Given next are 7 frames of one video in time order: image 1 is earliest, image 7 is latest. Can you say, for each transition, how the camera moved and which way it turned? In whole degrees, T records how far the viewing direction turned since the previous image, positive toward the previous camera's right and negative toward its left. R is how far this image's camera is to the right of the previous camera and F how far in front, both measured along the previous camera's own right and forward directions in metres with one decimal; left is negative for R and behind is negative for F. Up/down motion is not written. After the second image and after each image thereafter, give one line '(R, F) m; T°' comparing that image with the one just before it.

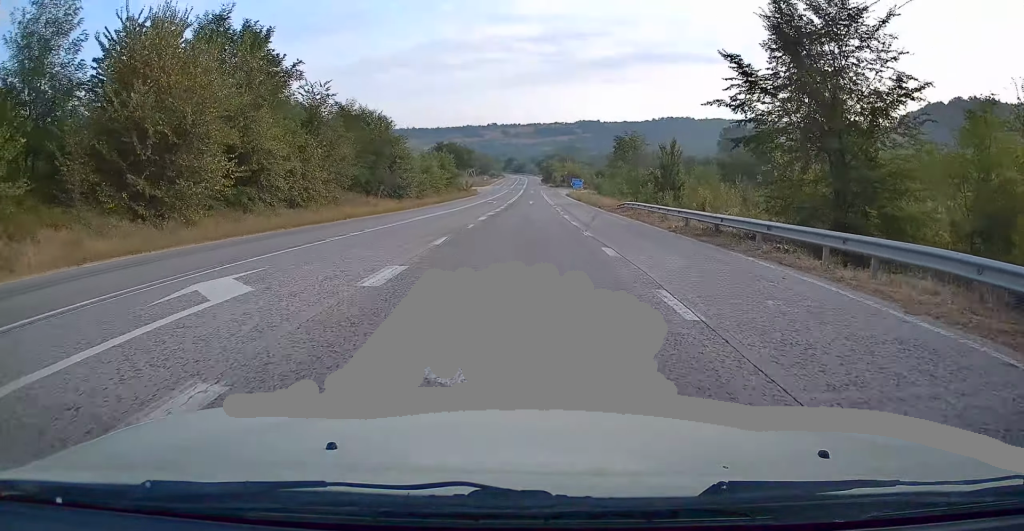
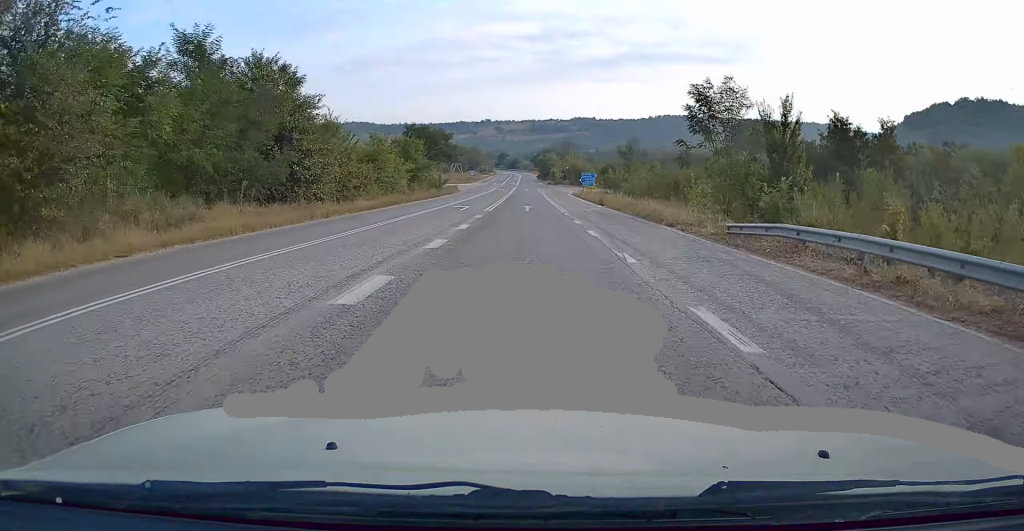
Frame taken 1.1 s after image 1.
(+0.5, +25.1) m; +2°
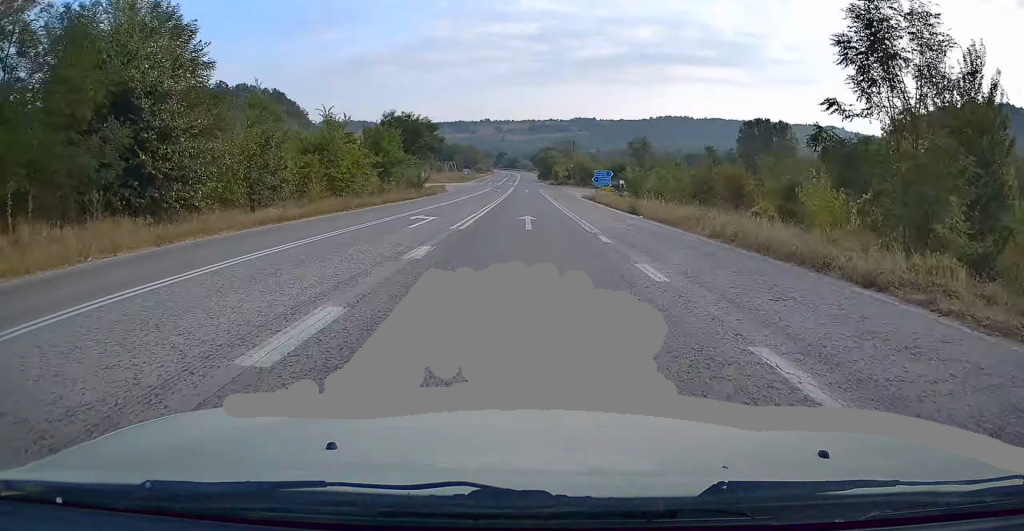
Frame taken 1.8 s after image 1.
(0.0, +14.1) m; 0°
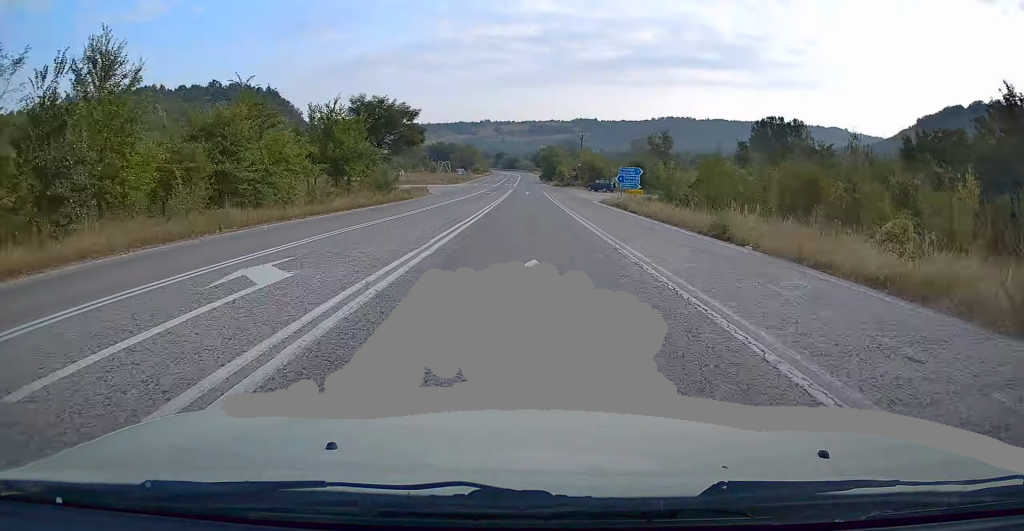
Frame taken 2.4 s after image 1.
(0.0, +14.8) m; 0°
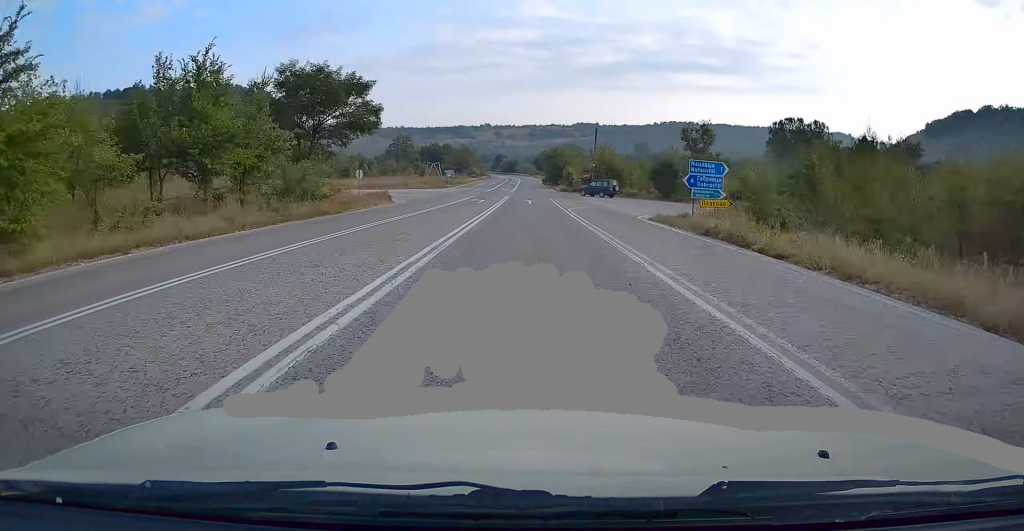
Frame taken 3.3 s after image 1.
(-0.1, +19.2) m; 0°
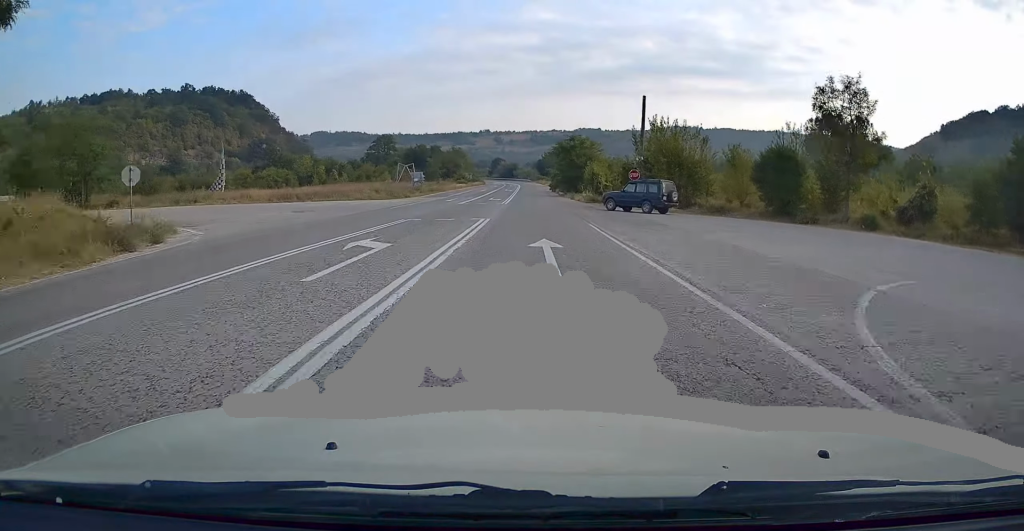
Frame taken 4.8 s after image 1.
(0.0, +33.2) m; 0°
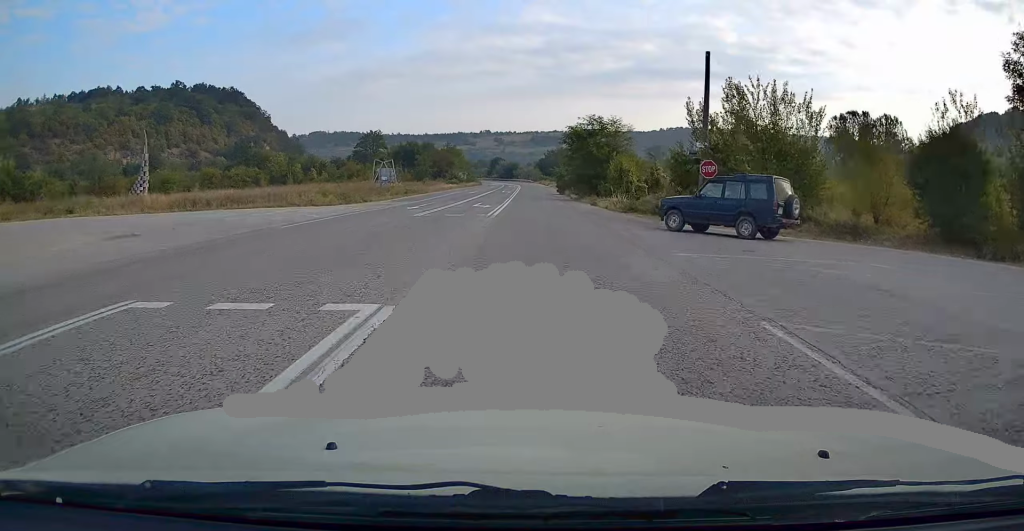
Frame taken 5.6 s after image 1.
(-0.1, +17.6) m; 0°
